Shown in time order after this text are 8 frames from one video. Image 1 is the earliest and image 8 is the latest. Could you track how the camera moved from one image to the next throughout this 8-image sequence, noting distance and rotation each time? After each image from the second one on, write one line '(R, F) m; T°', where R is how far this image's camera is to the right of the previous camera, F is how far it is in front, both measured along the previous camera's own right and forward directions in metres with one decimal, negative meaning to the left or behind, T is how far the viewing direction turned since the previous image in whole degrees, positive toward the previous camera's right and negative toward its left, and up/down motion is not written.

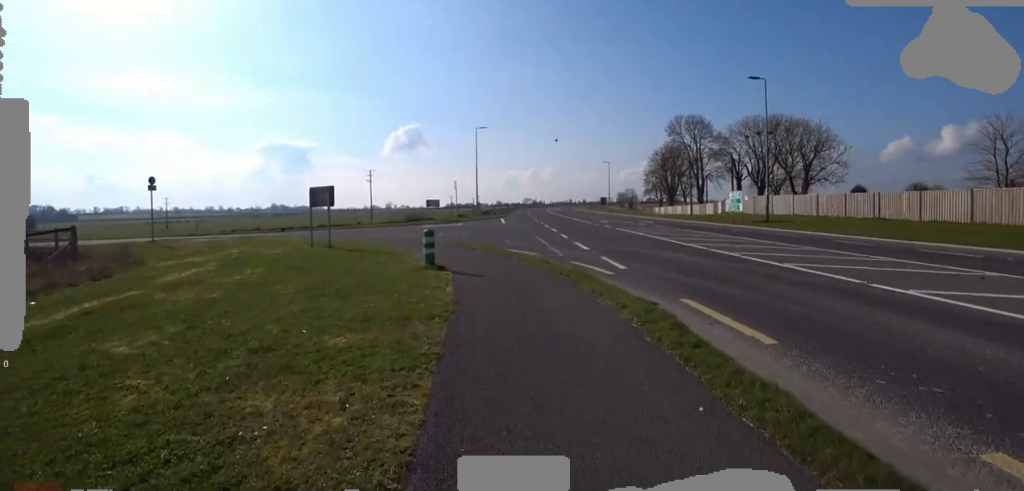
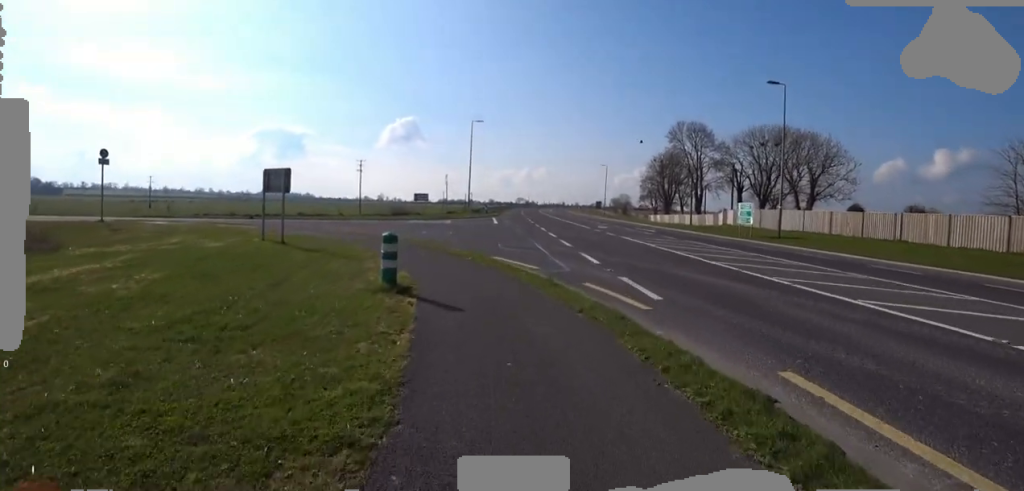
(0.0, +2.2) m; -3°
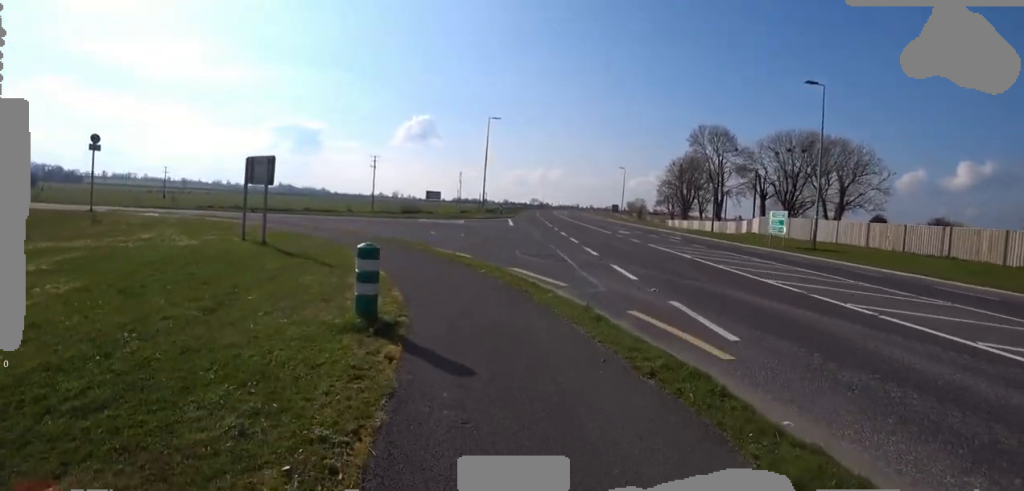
(-0.1, +1.8) m; -2°
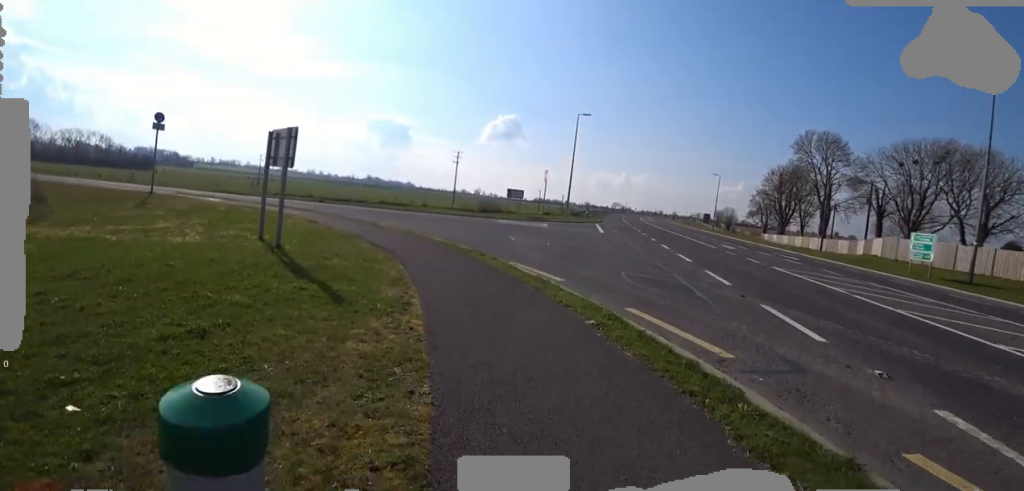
(-0.1, +3.4) m; -5°
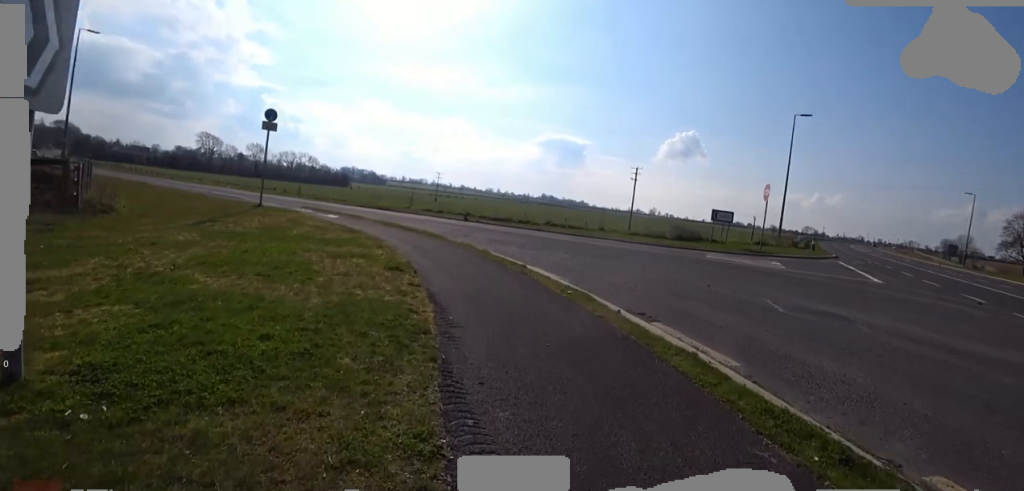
(-0.8, +7.0) m; -31°
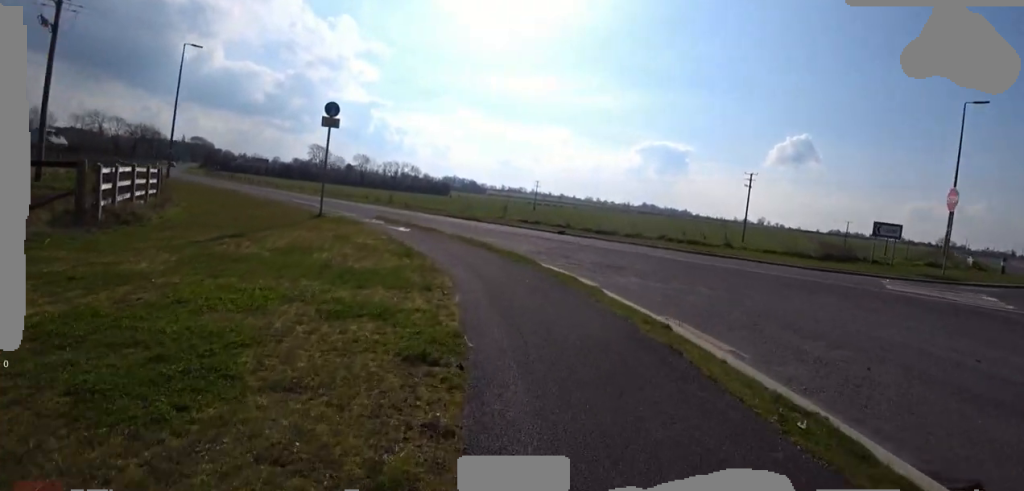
(-1.1, +2.8) m; -12°
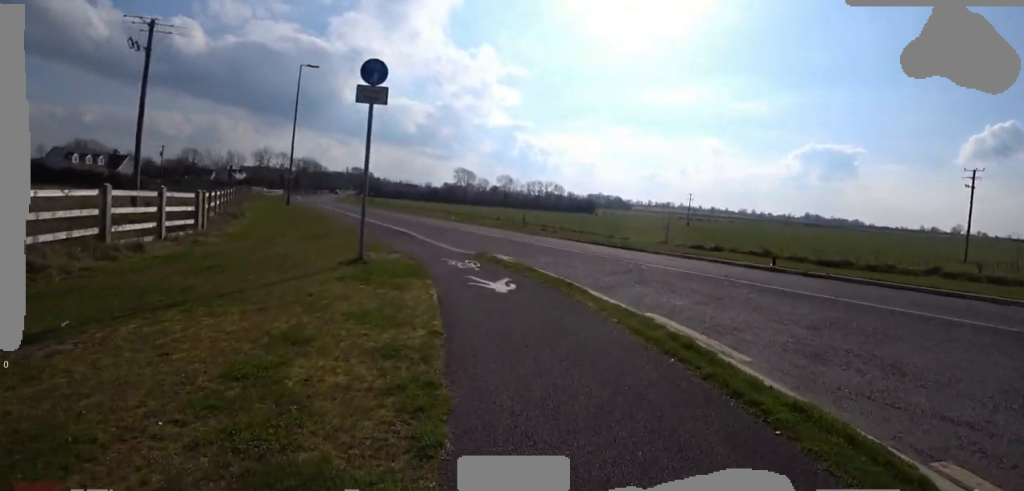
(+0.5, +6.3) m; -2°
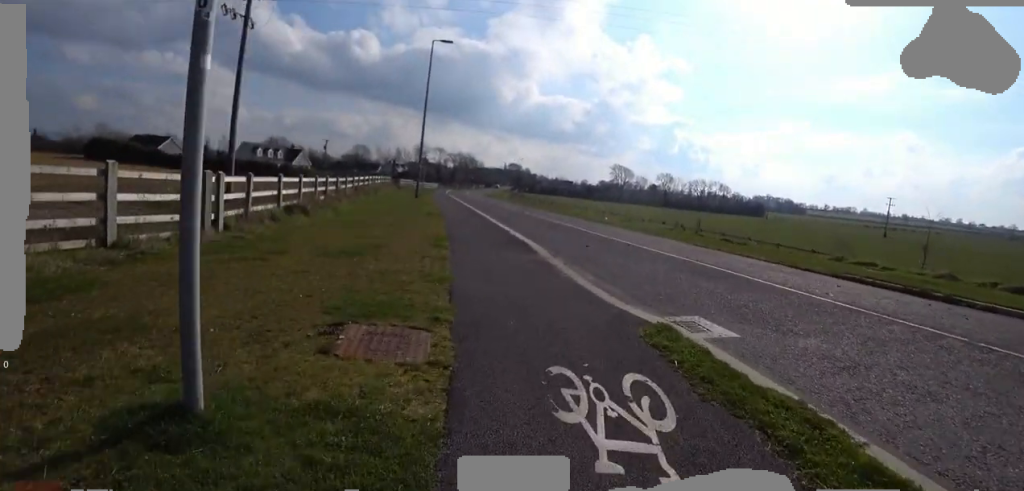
(-1.1, +5.2) m; -3°
